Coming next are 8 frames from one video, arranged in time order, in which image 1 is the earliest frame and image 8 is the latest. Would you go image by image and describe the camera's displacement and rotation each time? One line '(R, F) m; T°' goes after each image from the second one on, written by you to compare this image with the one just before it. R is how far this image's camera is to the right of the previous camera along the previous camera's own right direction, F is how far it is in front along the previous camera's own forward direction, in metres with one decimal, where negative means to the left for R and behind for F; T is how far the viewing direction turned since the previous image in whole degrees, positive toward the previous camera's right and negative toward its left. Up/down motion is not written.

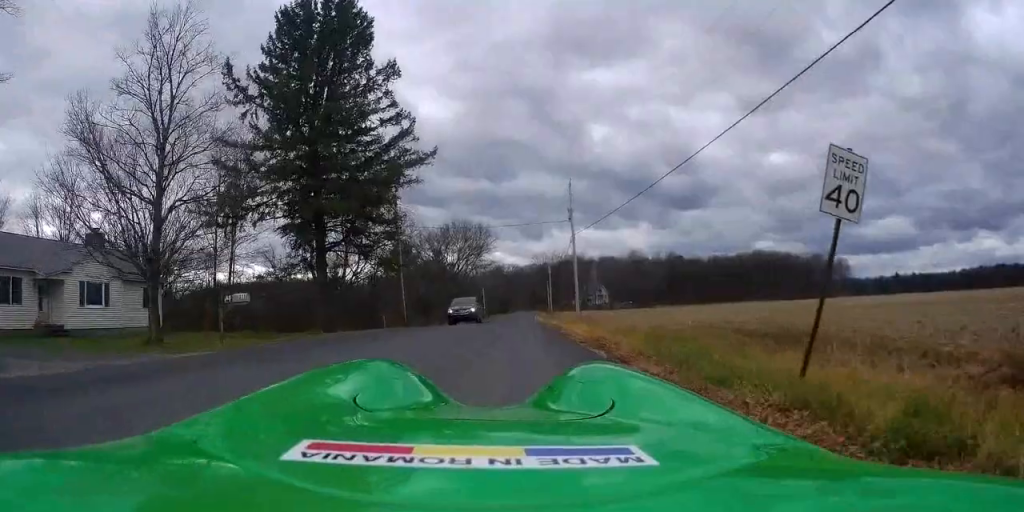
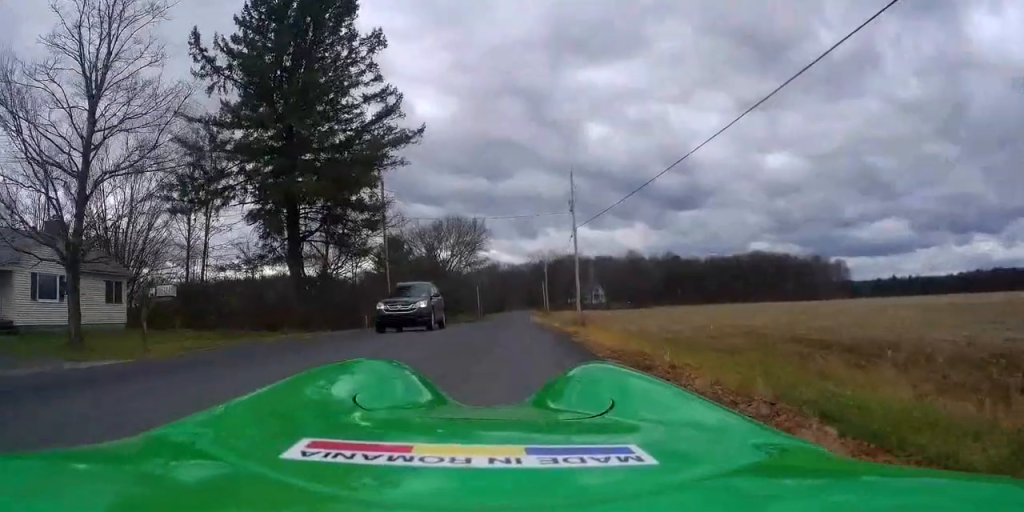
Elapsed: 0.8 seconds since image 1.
(+0.1, +3.8) m; +2°
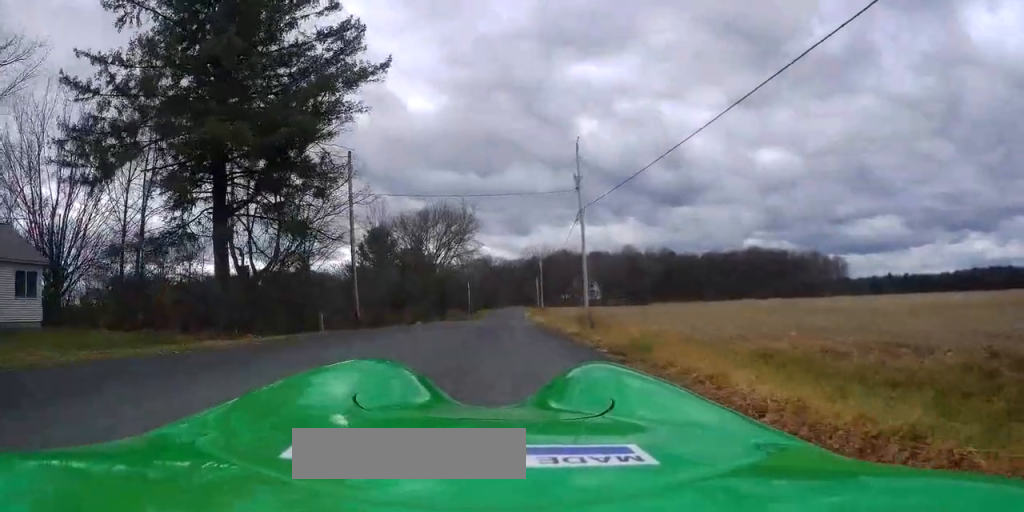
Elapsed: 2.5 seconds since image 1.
(+0.1, +7.6) m; -4°
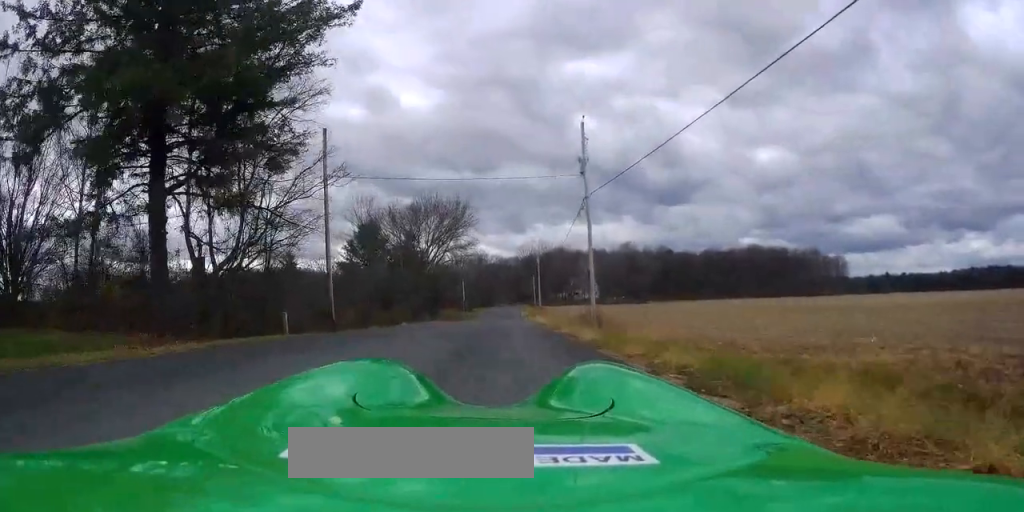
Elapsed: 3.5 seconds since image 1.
(-0.4, +4.4) m; -4°
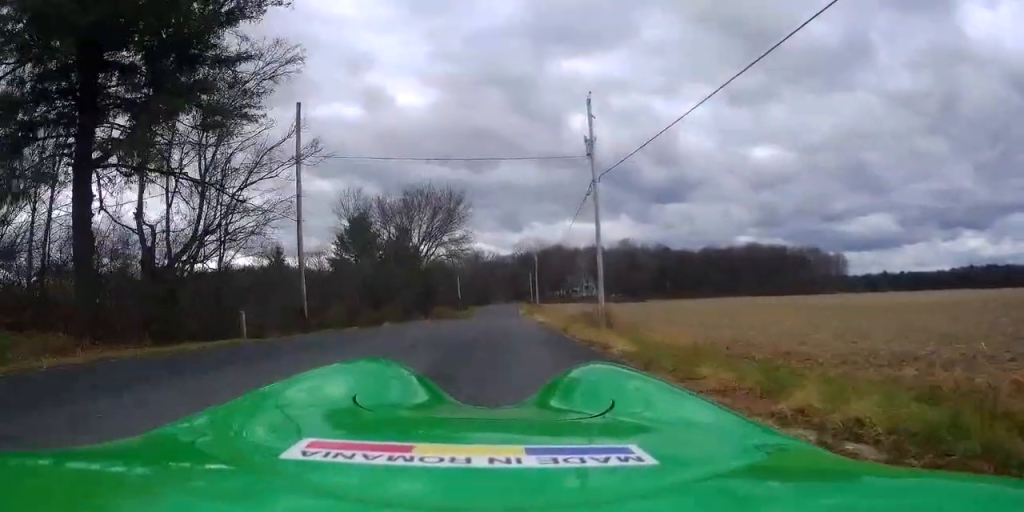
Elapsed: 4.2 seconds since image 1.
(-0.1, +3.7) m; +6°
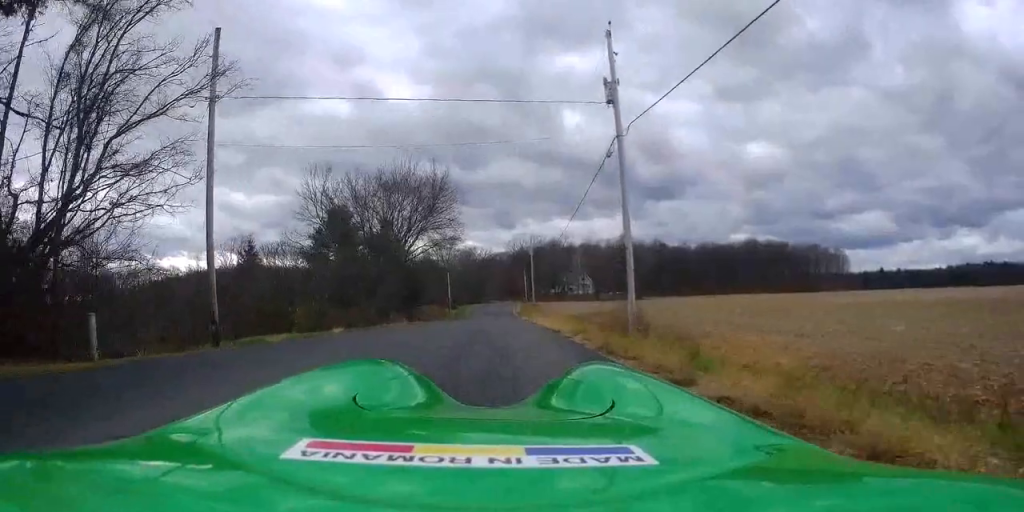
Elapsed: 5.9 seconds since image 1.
(+0.9, +7.6) m; +3°
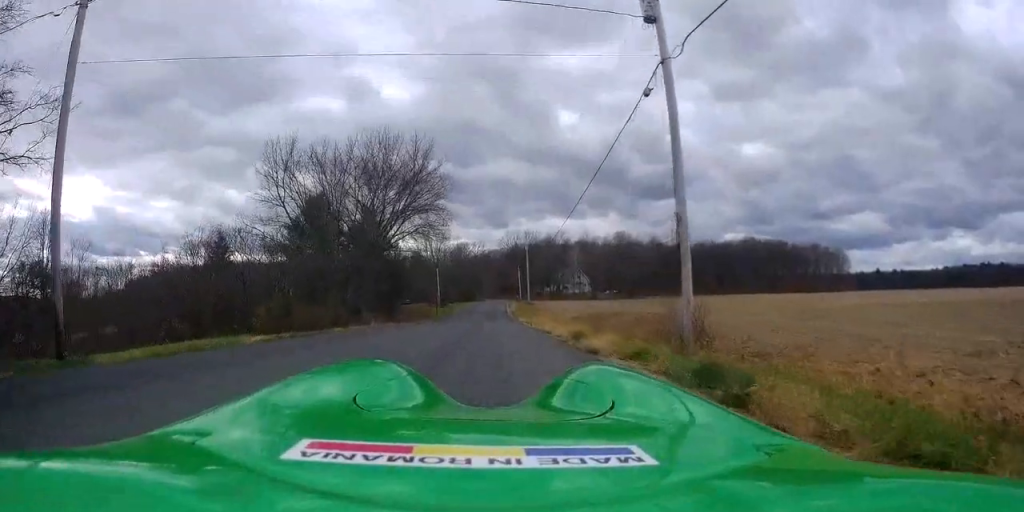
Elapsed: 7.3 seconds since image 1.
(-0.5, +6.9) m; -3°
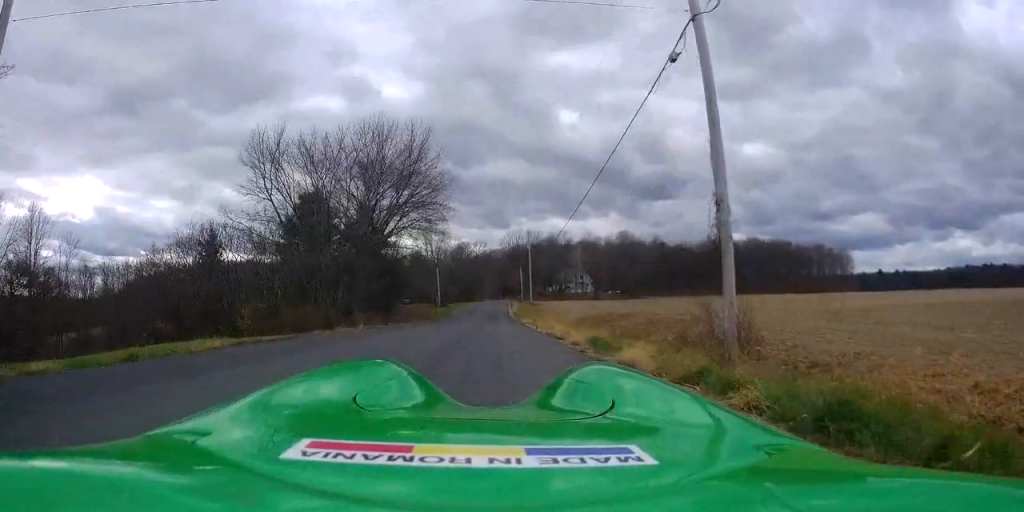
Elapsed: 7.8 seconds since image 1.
(+0.2, +2.5) m; -3°
